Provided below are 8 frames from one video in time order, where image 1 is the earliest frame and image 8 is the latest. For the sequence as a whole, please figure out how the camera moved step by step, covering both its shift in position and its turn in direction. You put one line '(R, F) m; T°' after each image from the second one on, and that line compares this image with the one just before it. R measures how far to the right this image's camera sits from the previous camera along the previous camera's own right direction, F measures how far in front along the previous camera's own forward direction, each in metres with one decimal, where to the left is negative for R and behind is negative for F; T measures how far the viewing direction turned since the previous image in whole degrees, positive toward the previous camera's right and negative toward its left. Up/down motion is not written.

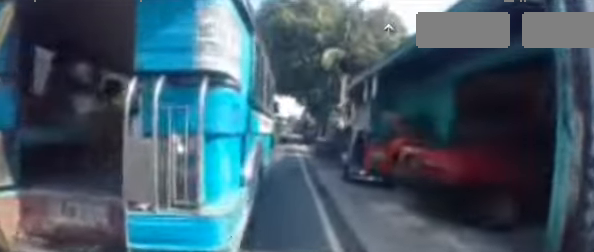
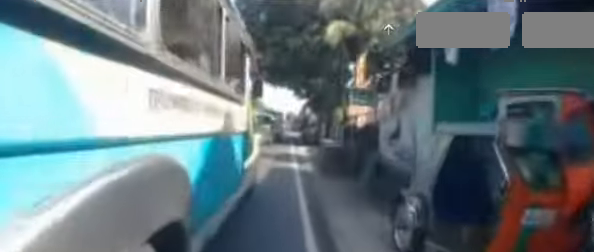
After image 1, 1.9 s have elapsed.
(0.0, +3.7) m; 0°
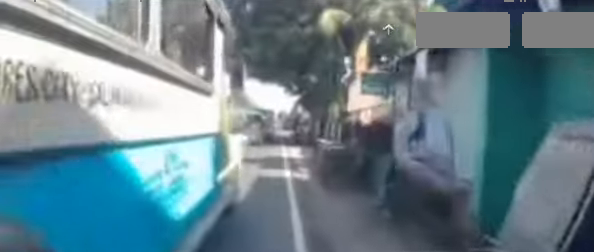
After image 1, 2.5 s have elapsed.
(0.0, +1.3) m; 0°
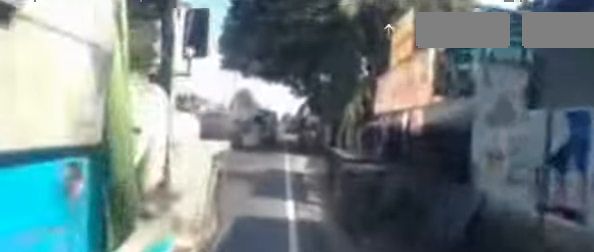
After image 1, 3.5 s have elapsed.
(0.0, +2.5) m; 0°
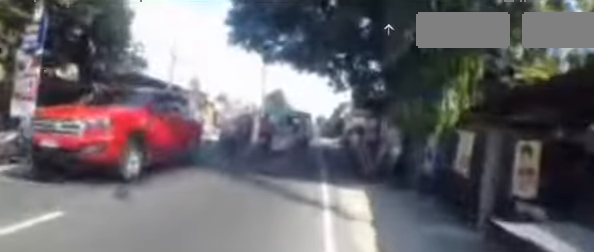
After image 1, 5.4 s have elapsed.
(0.0, +6.7) m; 0°
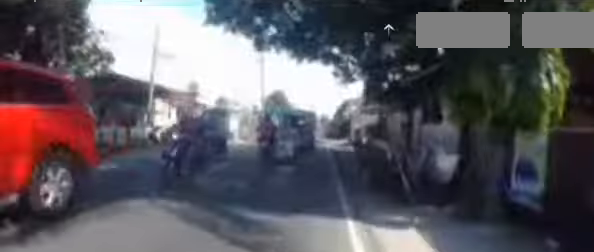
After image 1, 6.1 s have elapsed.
(0.0, +2.9) m; -1°
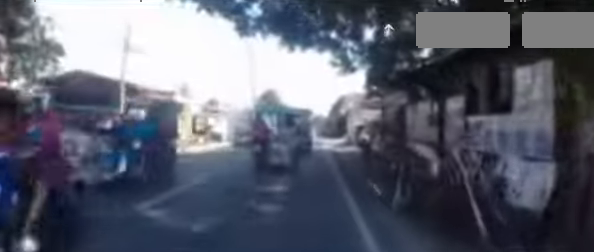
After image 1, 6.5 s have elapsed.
(0.0, +2.2) m; -2°
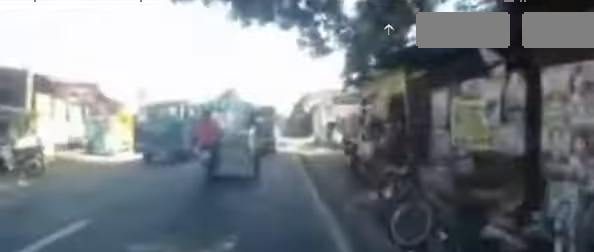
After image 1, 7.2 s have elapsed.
(-0.1, +3.4) m; -3°
